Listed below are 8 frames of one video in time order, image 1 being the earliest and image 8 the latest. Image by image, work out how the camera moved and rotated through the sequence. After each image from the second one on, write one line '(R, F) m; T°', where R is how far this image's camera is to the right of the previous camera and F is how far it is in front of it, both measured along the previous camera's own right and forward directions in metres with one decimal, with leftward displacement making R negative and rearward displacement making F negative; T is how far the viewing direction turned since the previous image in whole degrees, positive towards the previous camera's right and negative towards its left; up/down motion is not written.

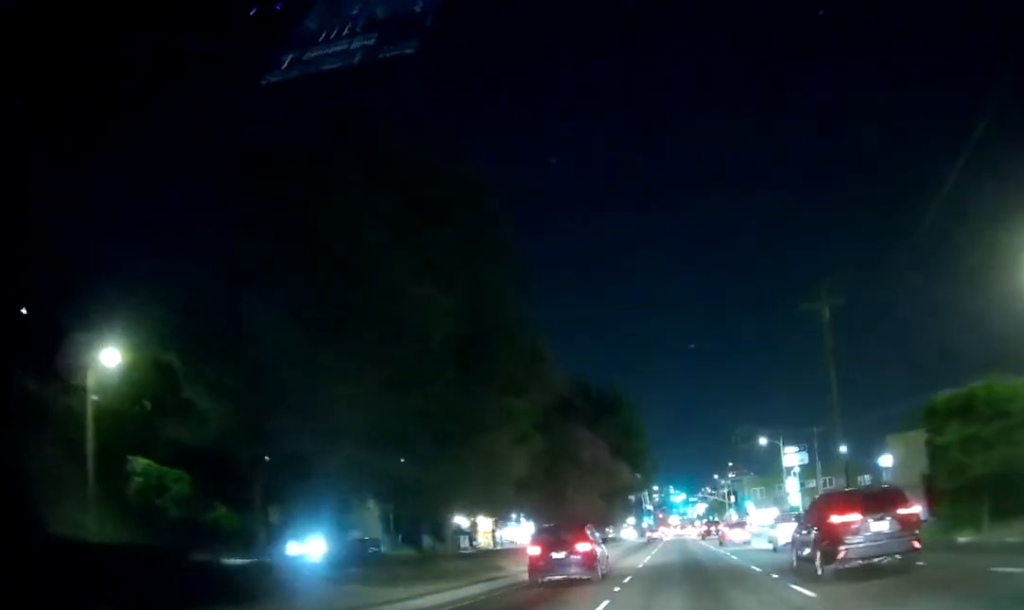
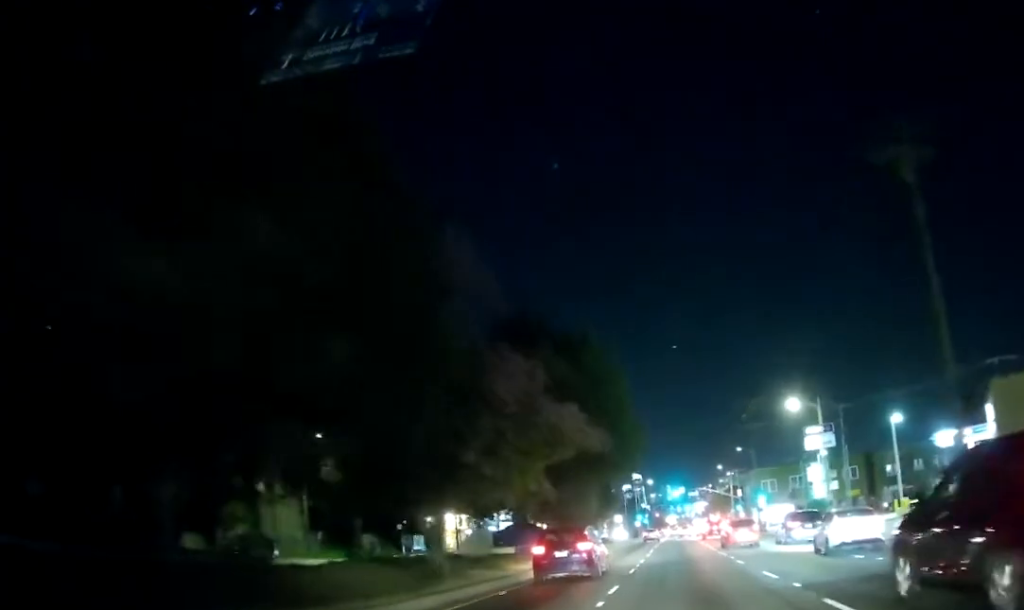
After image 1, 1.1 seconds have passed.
(+0.1, +17.9) m; +1°
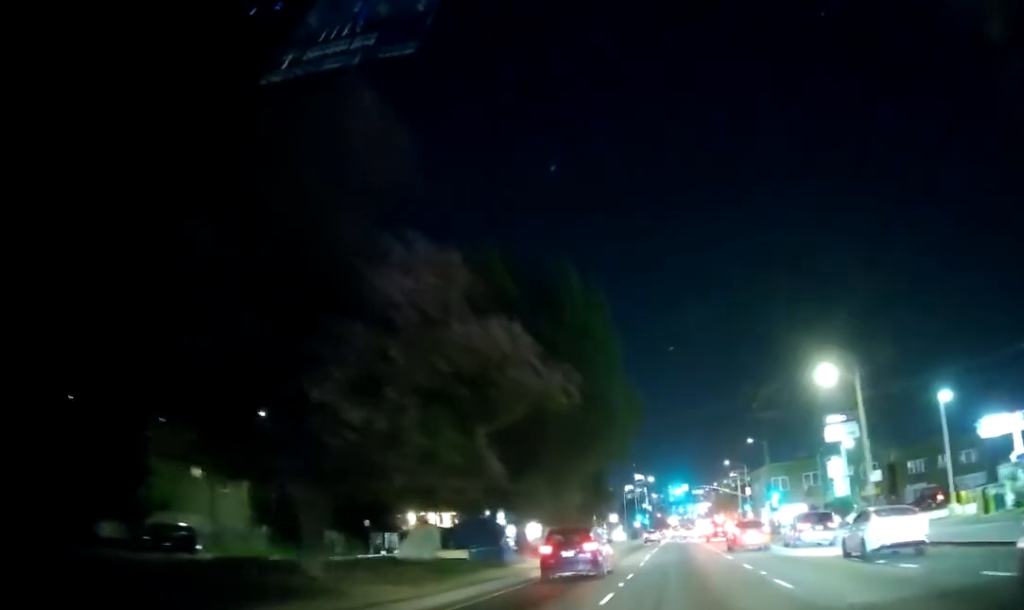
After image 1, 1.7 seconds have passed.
(+0.1, +9.3) m; +1°
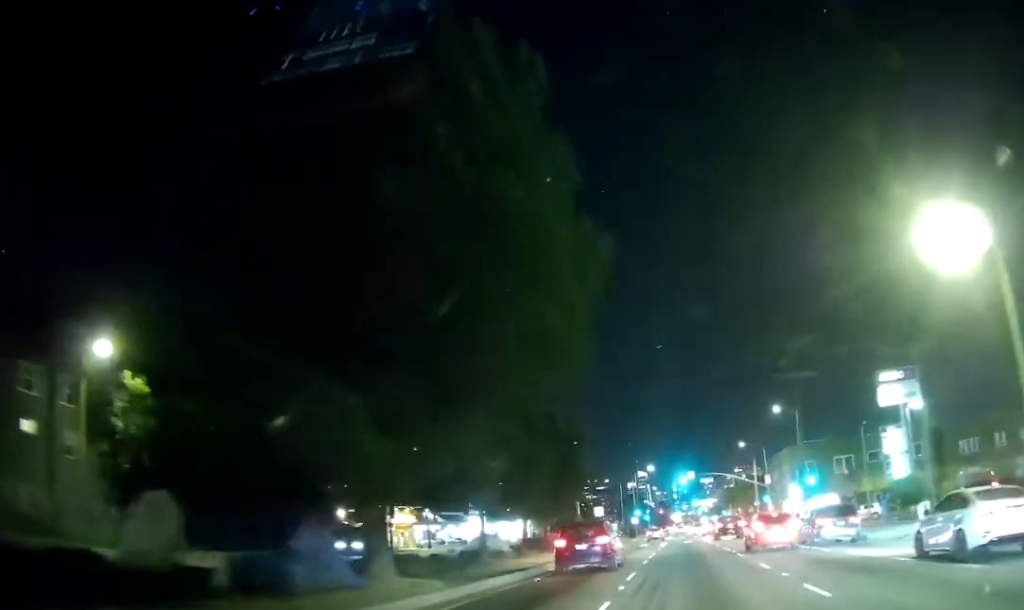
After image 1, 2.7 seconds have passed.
(+0.1, +16.6) m; +1°
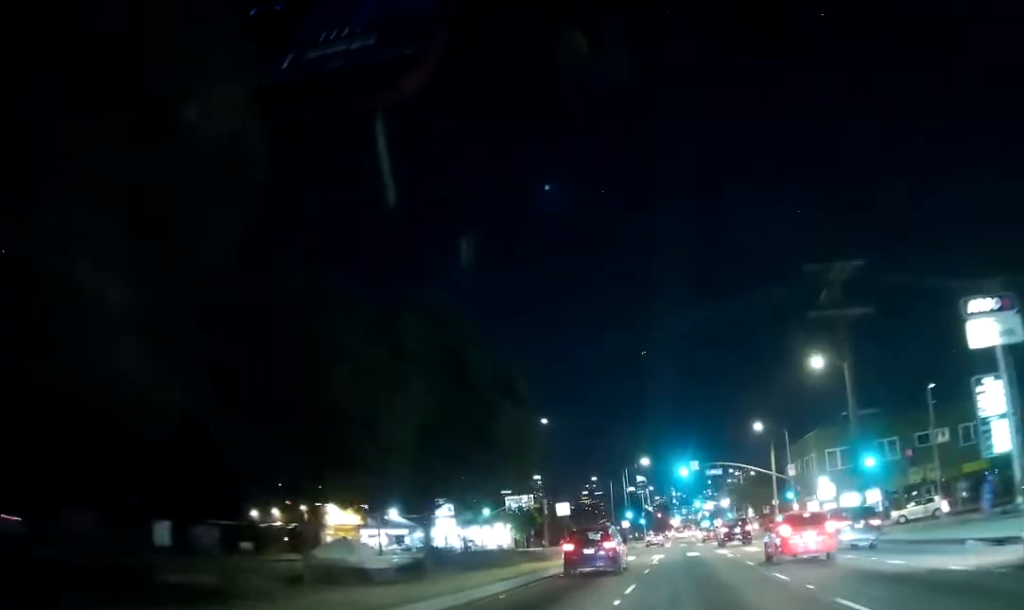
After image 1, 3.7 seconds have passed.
(+0.1, +17.3) m; -2°
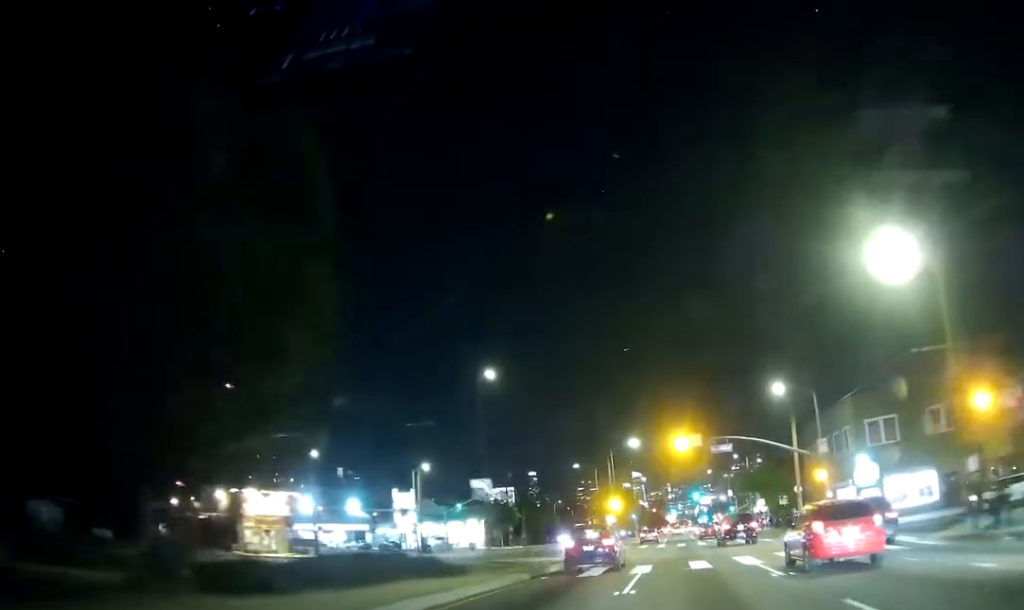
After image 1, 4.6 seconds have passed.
(-0.5, +15.7) m; -1°
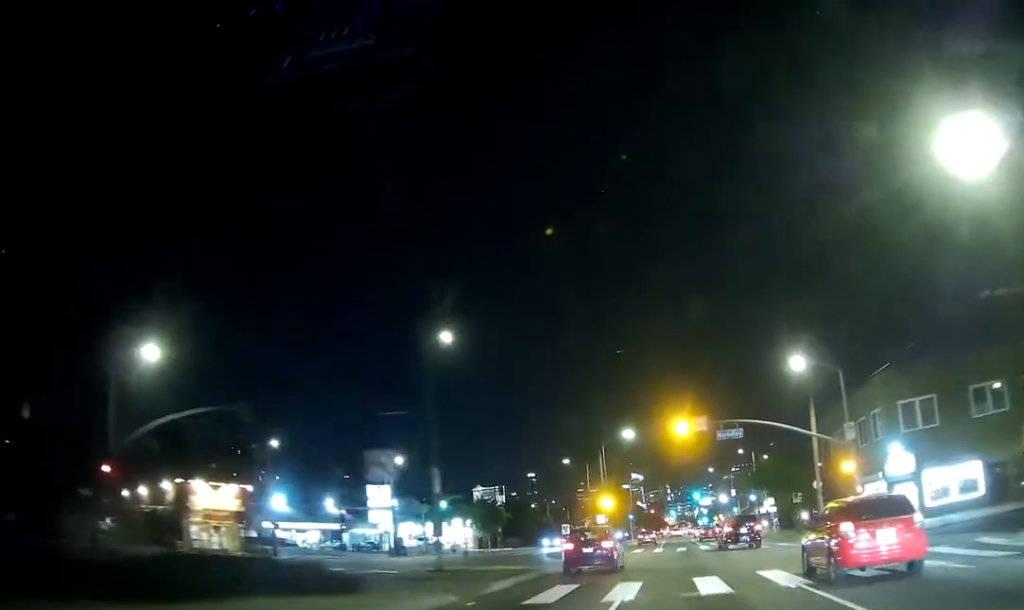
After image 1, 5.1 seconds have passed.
(-0.1, +8.4) m; +1°
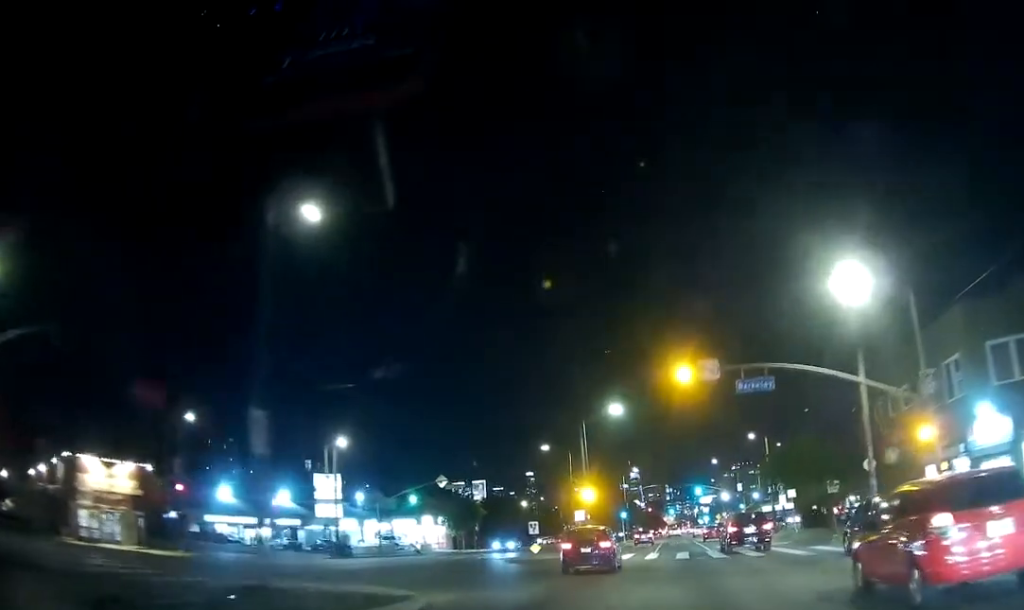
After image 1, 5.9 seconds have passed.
(+0.3, +12.9) m; +1°
